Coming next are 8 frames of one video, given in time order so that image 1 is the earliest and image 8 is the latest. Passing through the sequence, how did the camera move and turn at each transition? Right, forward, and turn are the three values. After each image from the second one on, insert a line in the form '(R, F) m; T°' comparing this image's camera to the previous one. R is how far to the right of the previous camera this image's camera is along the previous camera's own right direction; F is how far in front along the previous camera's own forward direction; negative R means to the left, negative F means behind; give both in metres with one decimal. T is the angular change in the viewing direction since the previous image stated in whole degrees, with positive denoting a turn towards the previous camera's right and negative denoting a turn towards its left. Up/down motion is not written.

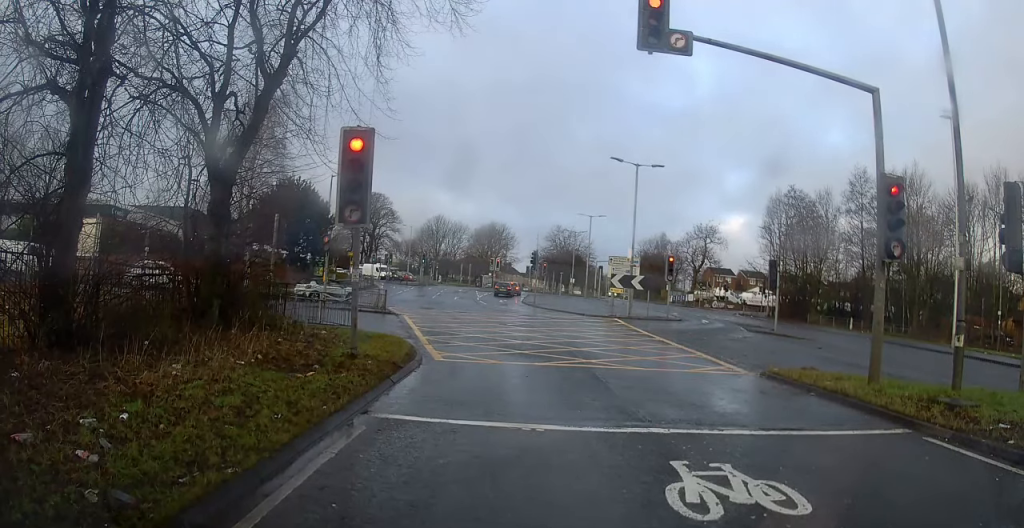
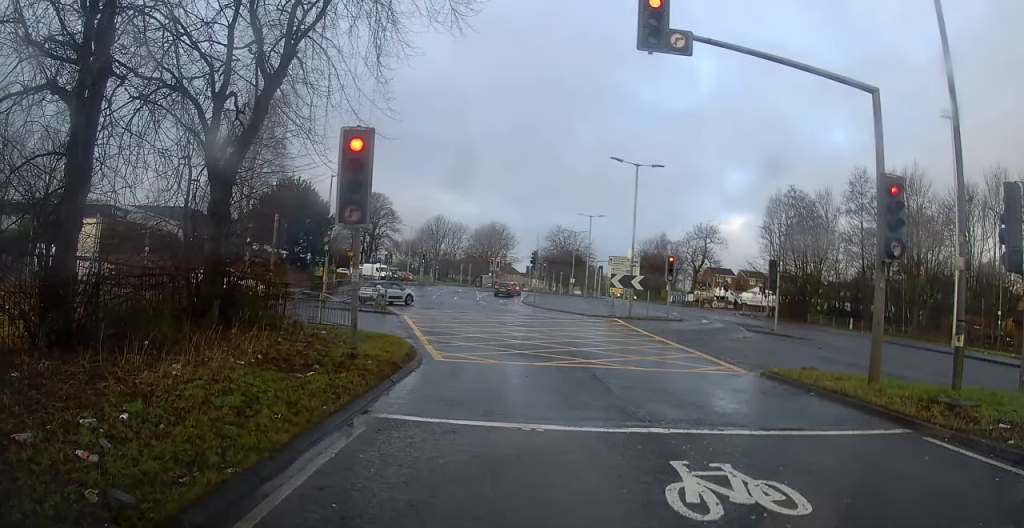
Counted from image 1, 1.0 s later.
(0.0, 0.0) m; 0°
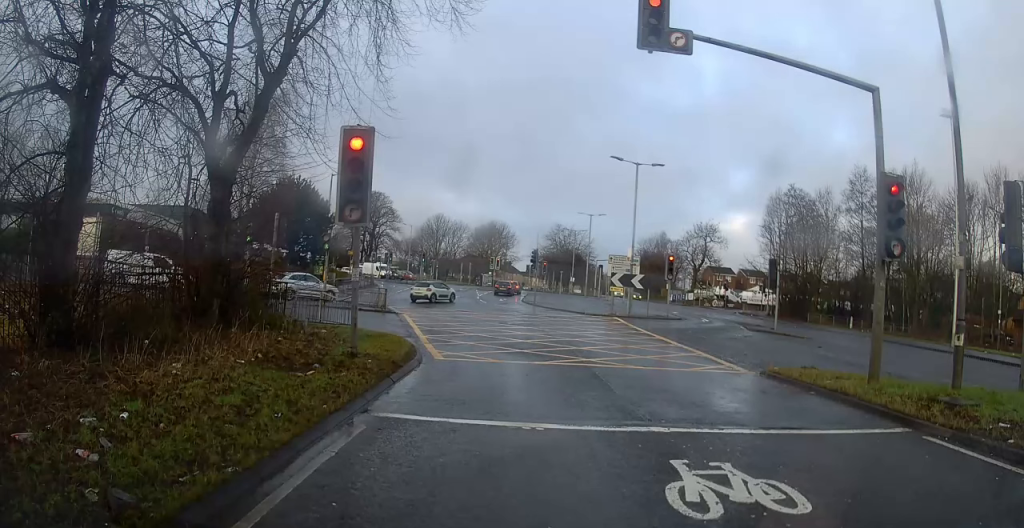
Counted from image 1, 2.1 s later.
(0.0, 0.0) m; 0°
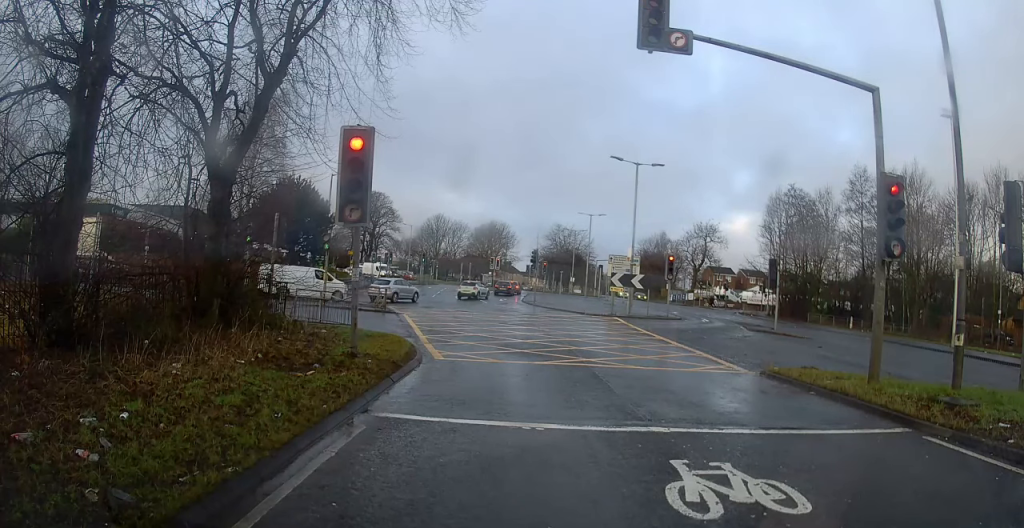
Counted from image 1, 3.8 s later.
(0.0, 0.0) m; 0°
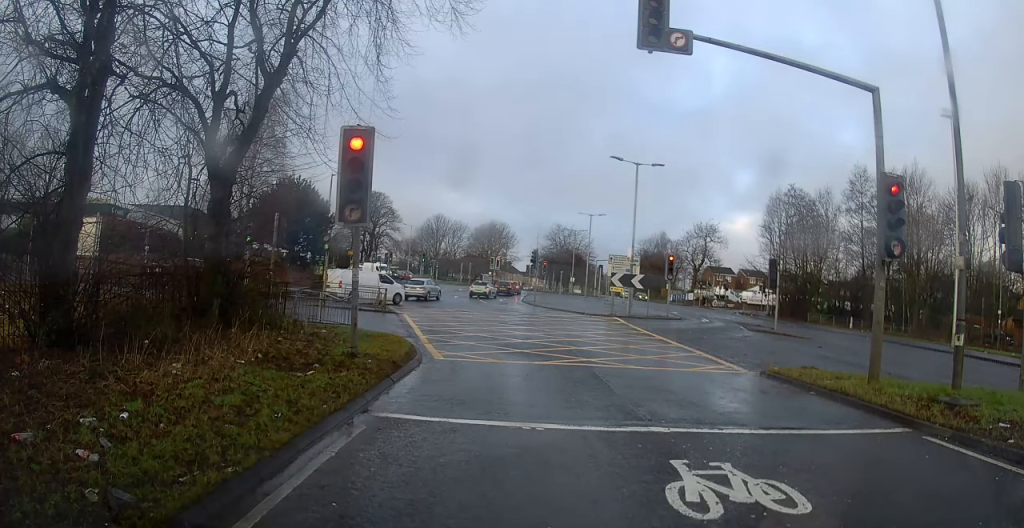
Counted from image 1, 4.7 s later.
(0.0, 0.0) m; 0°
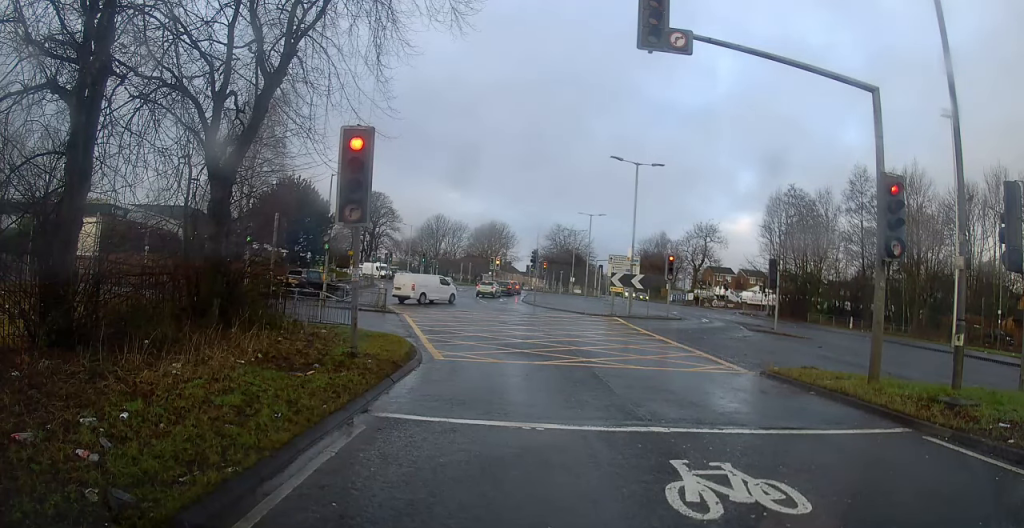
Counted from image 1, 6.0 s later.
(0.0, 0.0) m; 0°
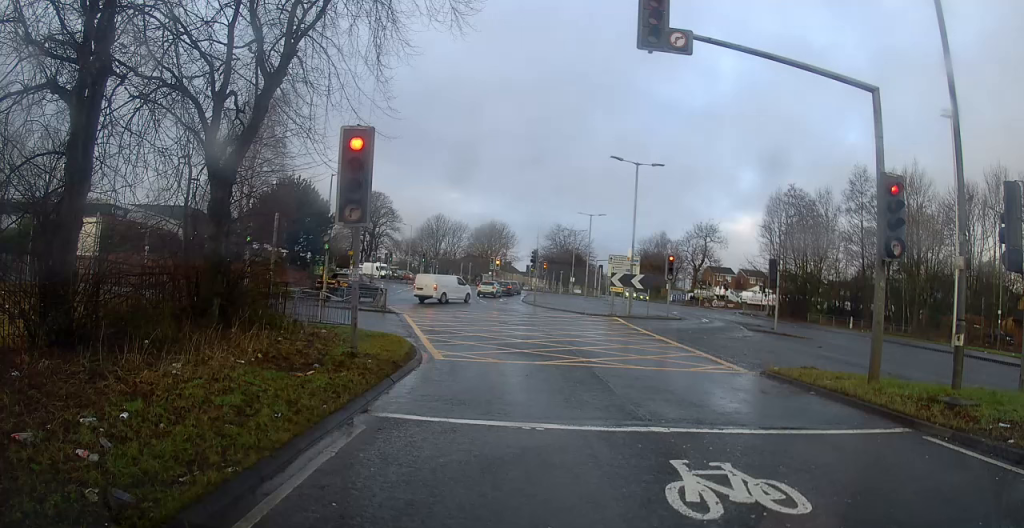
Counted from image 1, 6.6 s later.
(0.0, 0.0) m; 0°
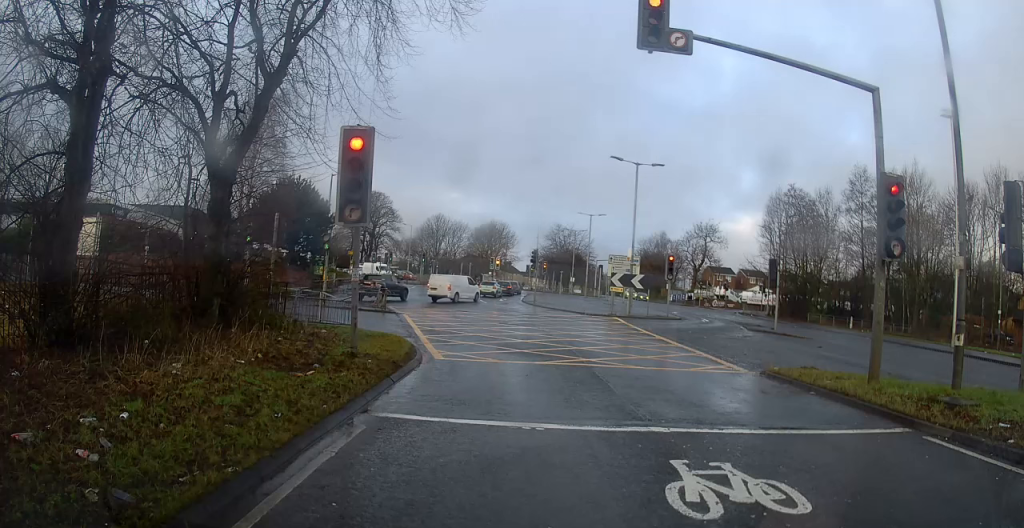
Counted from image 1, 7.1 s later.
(0.0, 0.0) m; 0°
